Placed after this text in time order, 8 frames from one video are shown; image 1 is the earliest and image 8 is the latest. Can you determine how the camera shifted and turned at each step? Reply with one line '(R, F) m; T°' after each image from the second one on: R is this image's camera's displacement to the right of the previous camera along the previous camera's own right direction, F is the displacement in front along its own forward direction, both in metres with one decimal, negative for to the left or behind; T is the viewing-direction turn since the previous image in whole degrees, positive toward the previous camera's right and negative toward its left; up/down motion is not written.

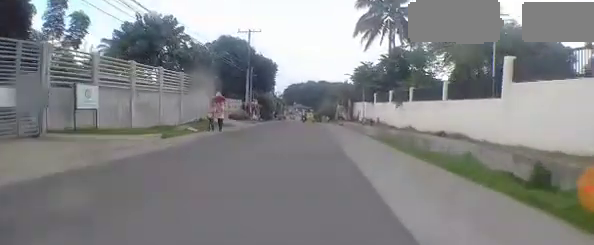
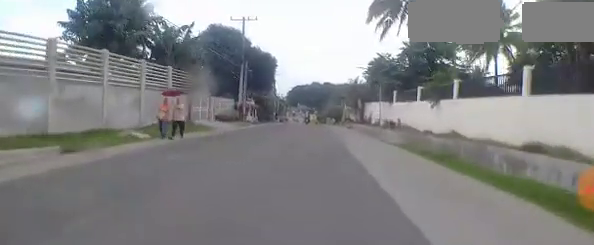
(0.0, +5.3) m; -1°
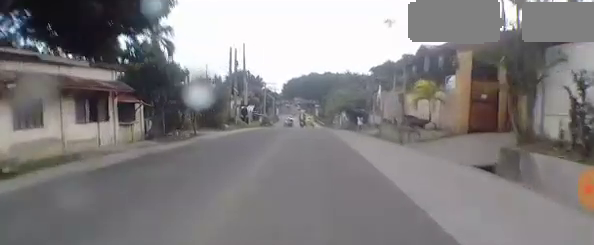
(-1.1, +31.3) m; -2°
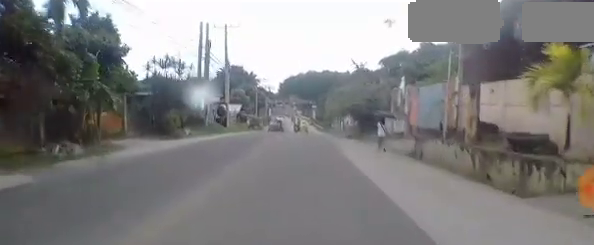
(-0.1, +8.8) m; -1°
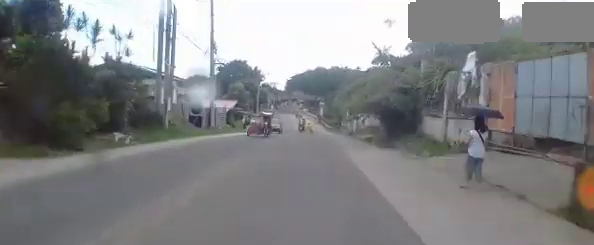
(0.0, +7.3) m; 0°
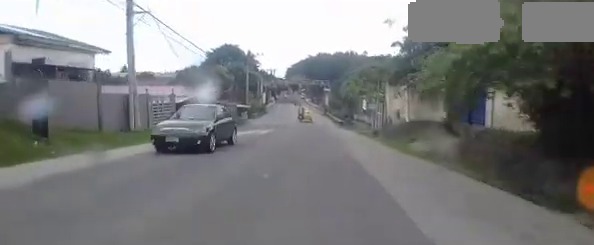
(0.0, +13.0) m; 0°
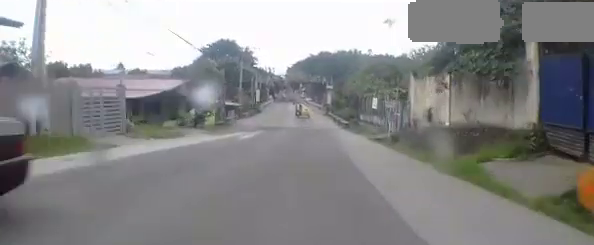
(+0.1, +5.8) m; 0°
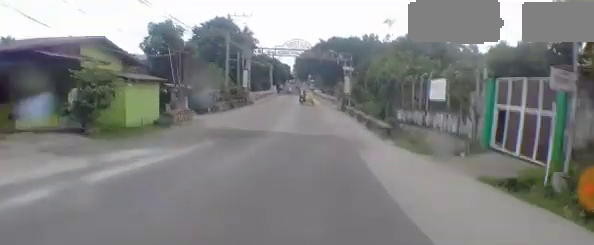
(-0.2, +12.0) m; -3°
